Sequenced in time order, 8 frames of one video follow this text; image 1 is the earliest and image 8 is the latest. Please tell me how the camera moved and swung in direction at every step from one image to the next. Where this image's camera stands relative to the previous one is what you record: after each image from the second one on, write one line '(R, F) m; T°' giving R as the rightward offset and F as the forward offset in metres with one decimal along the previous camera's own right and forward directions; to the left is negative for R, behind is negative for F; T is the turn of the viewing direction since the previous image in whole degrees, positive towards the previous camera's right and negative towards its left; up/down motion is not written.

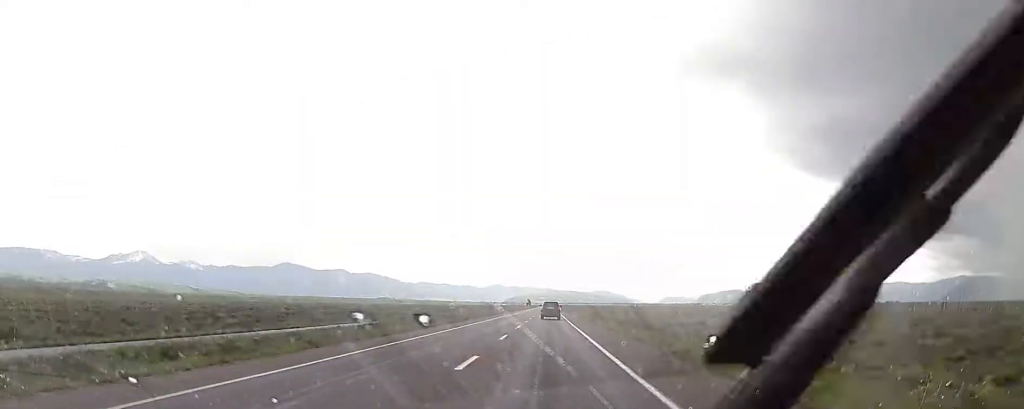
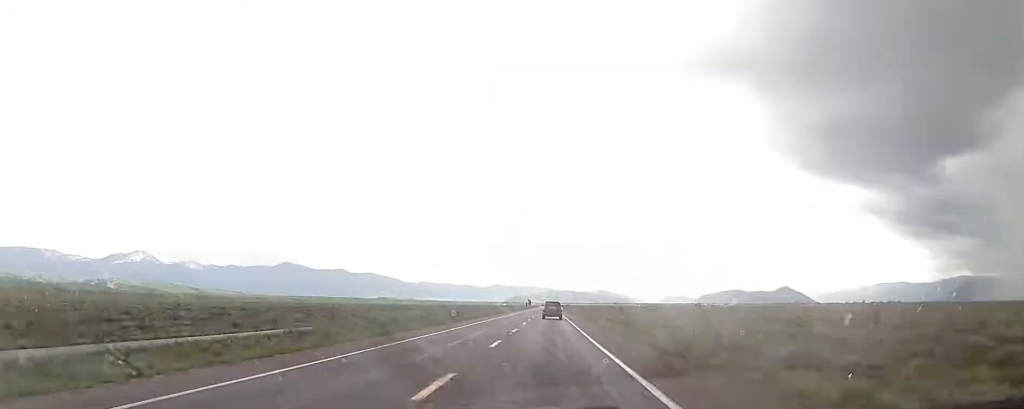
(+0.2, +16.7) m; +1°
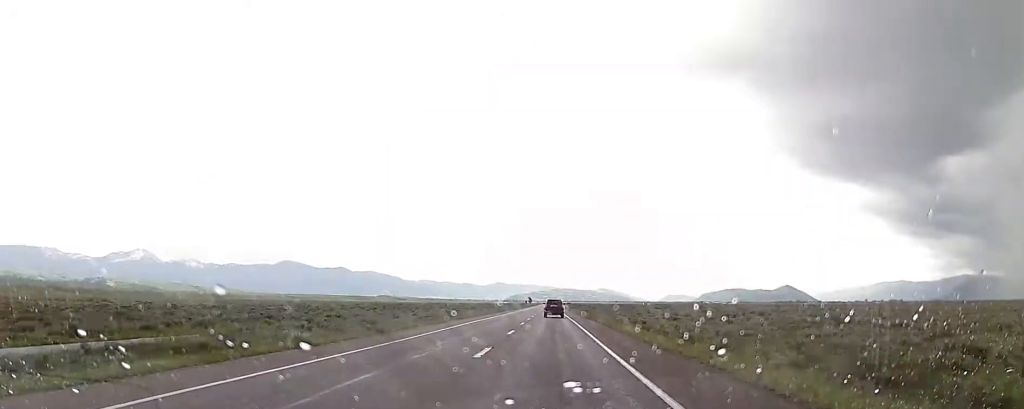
(+0.4, +17.5) m; 0°
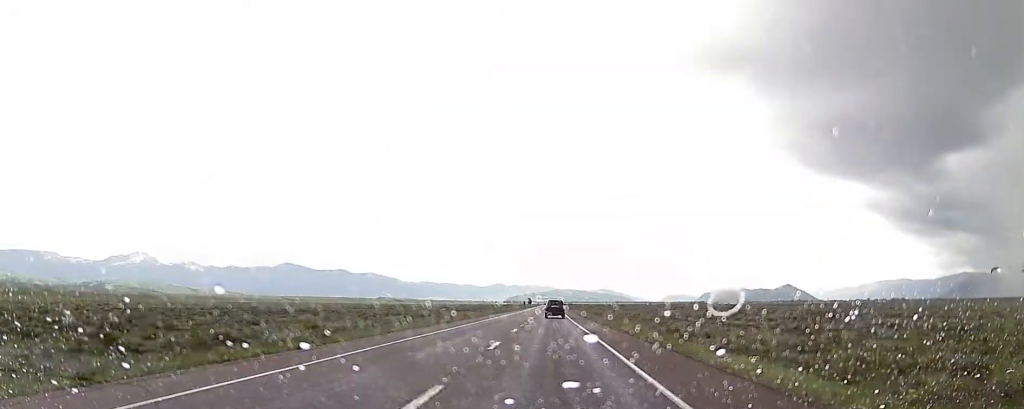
(-0.3, +21.6) m; -1°
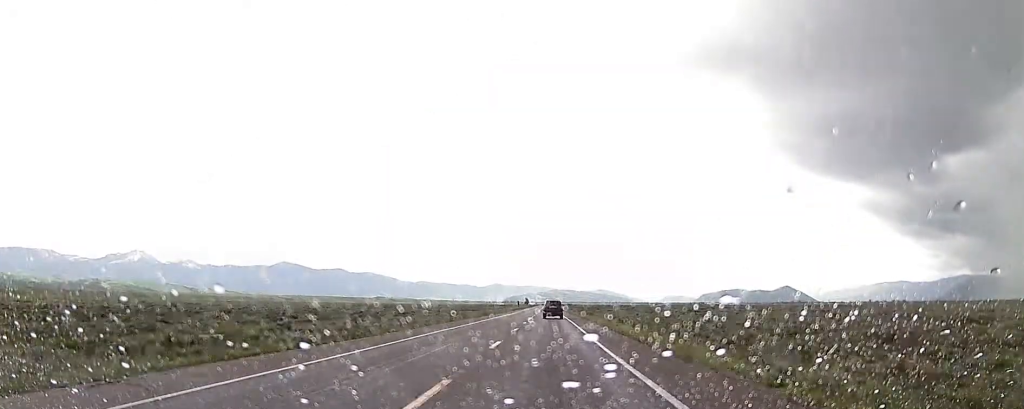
(-0.1, +36.0) m; 0°
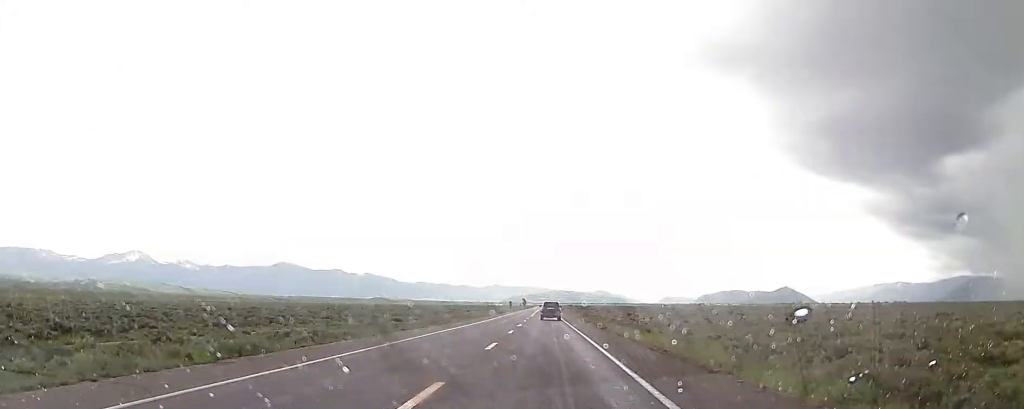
(+0.2, +37.1) m; 0°
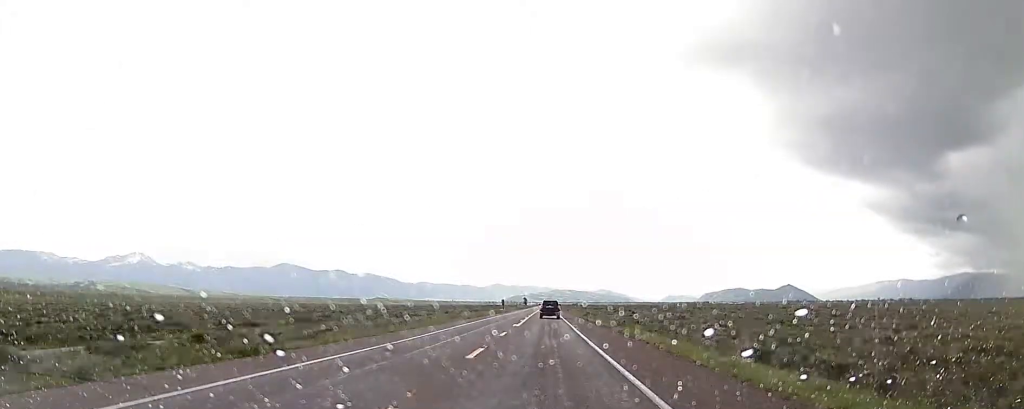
(+0.2, +40.2) m; 0°
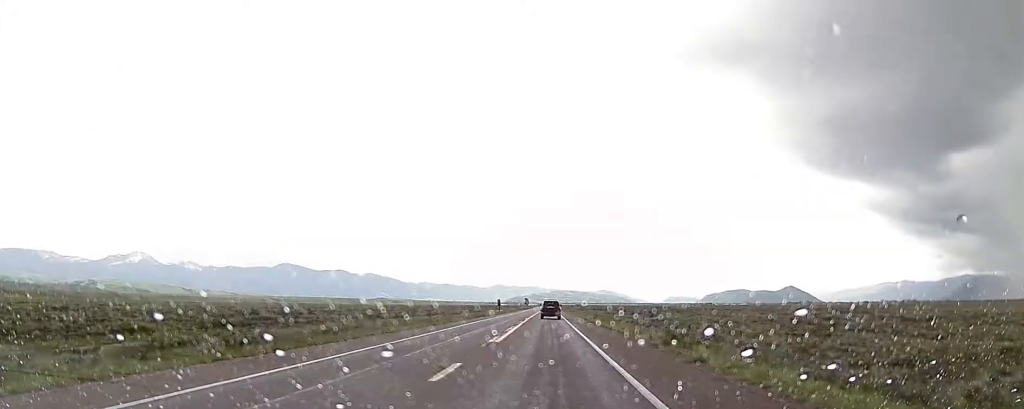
(-0.1, +16.8) m; 0°
